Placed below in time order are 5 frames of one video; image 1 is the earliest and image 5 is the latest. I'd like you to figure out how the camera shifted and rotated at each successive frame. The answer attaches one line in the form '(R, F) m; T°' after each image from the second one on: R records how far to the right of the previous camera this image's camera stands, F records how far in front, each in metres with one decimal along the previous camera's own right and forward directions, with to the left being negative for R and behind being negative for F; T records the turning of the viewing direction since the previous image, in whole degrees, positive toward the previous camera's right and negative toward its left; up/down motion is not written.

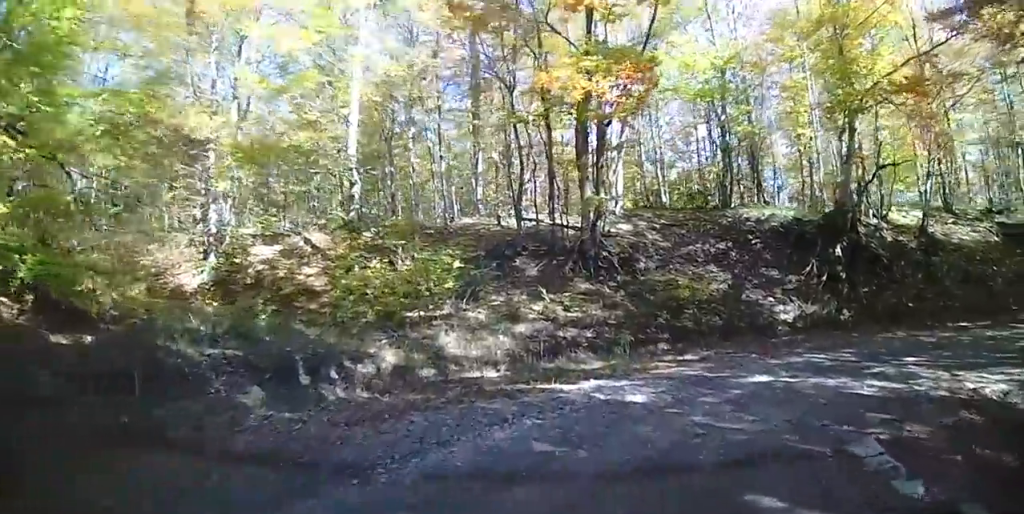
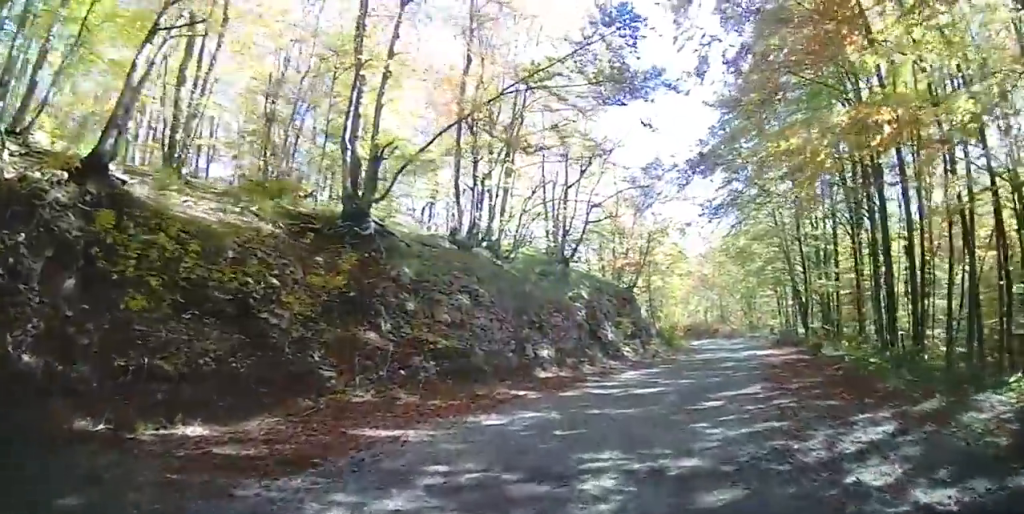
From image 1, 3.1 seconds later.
(+6.6, +10.3) m; +73°
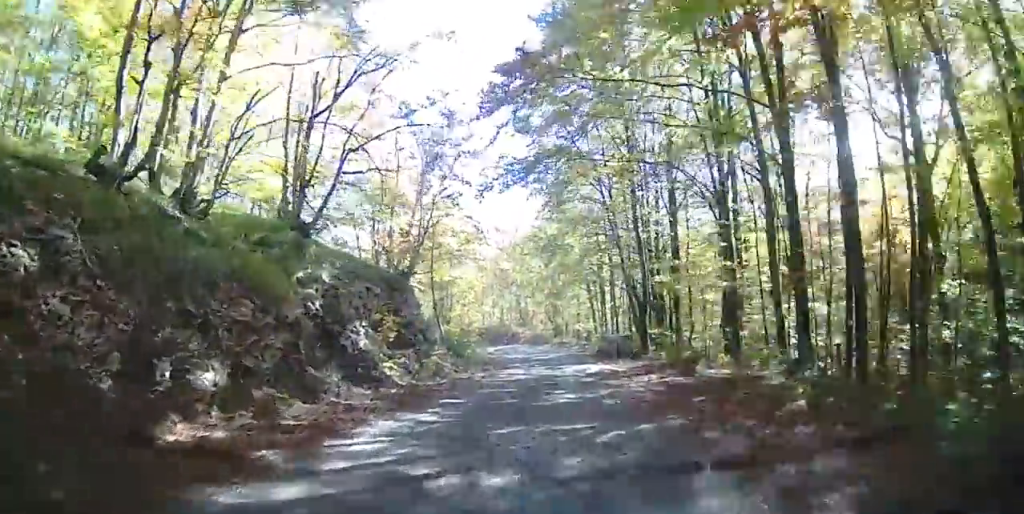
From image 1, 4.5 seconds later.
(+2.2, +6.0) m; +25°
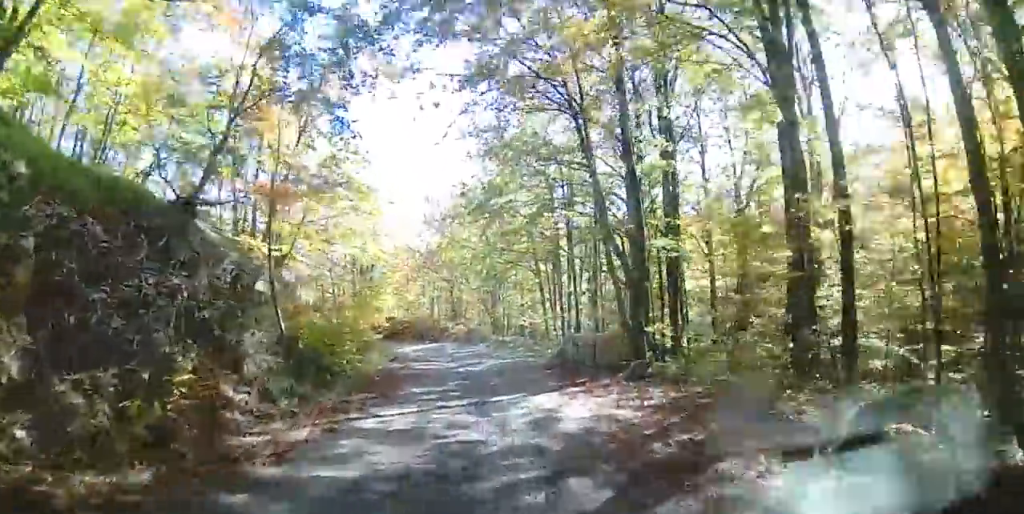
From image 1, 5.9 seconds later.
(0.0, +8.4) m; +2°
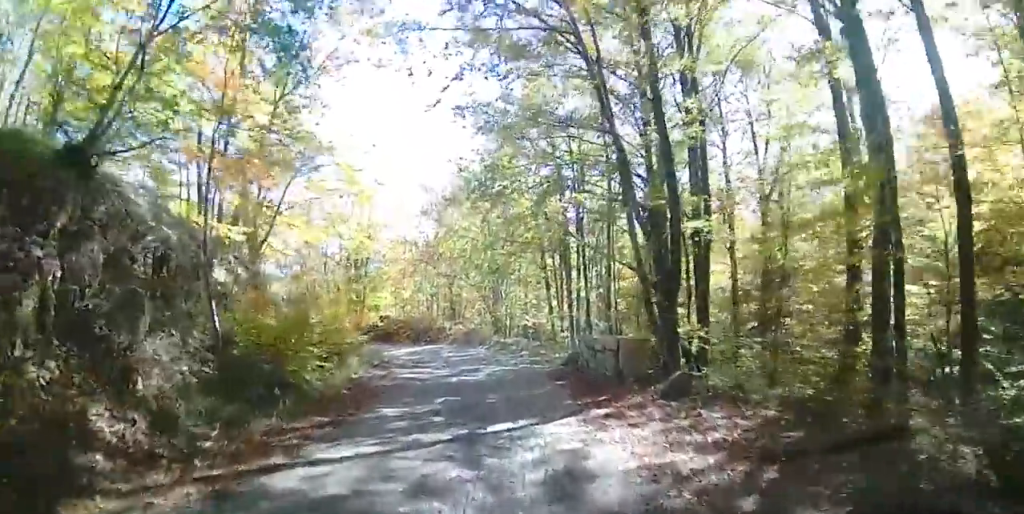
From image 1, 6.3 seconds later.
(+0.2, +2.5) m; +1°
